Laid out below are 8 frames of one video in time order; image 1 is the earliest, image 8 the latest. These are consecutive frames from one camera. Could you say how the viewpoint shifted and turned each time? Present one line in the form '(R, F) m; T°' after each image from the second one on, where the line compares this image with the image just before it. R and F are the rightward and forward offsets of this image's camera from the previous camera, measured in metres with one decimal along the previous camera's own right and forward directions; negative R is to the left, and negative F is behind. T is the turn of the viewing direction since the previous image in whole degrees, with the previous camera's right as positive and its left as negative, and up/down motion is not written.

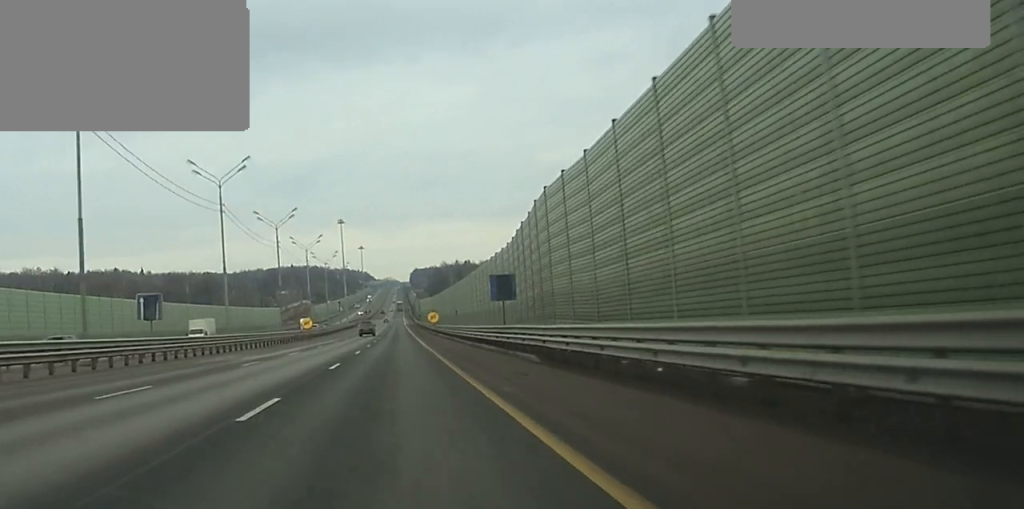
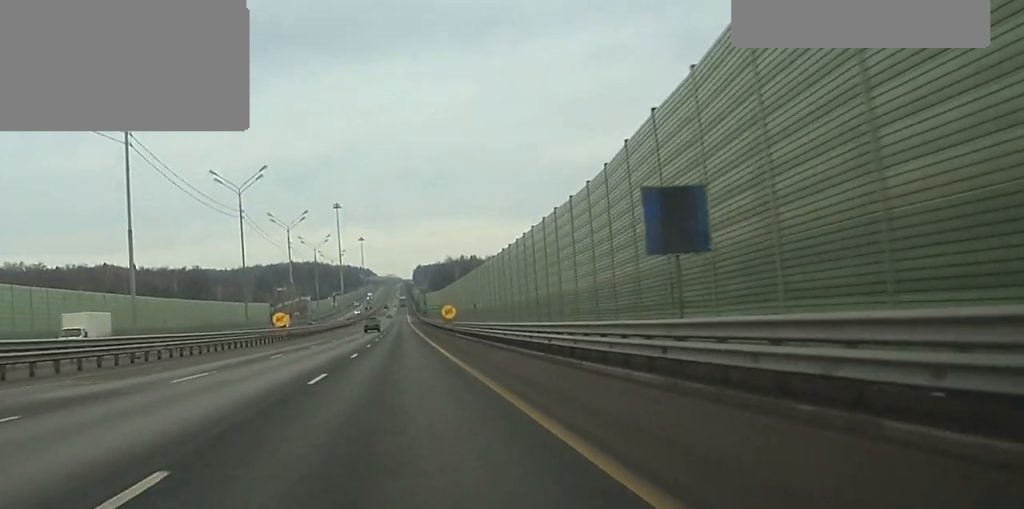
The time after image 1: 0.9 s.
(-0.1, +24.4) m; 0°
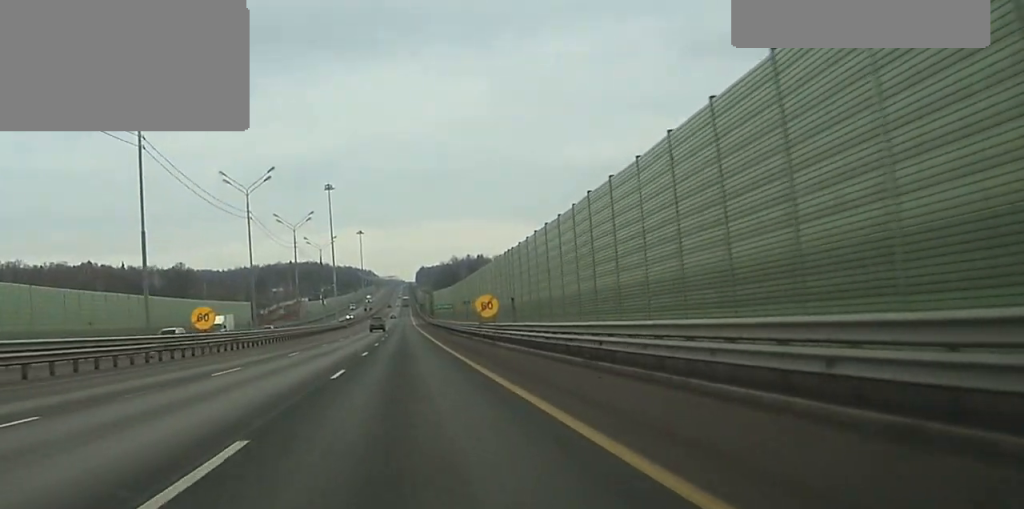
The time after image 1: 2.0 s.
(-0.1, +29.7) m; 0°
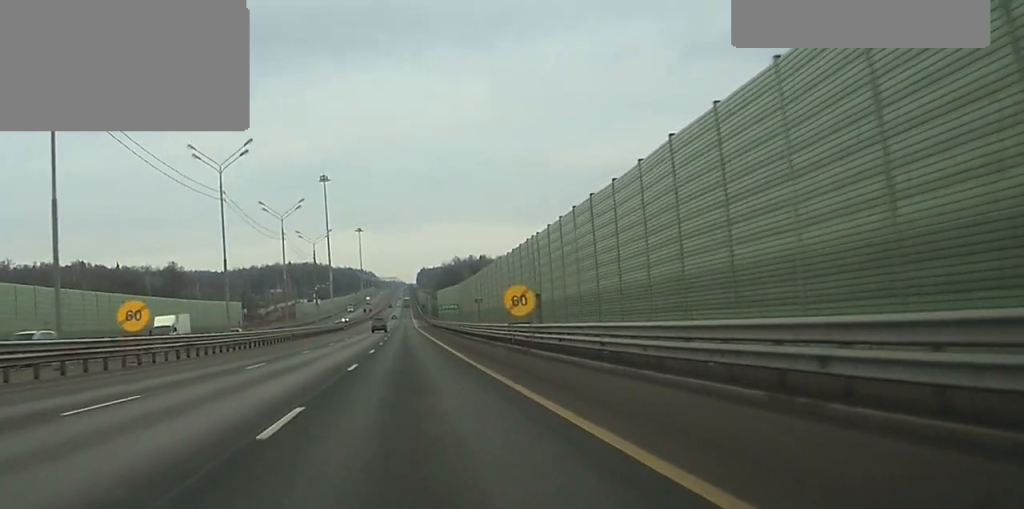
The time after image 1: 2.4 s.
(0.0, +11.7) m; 0°
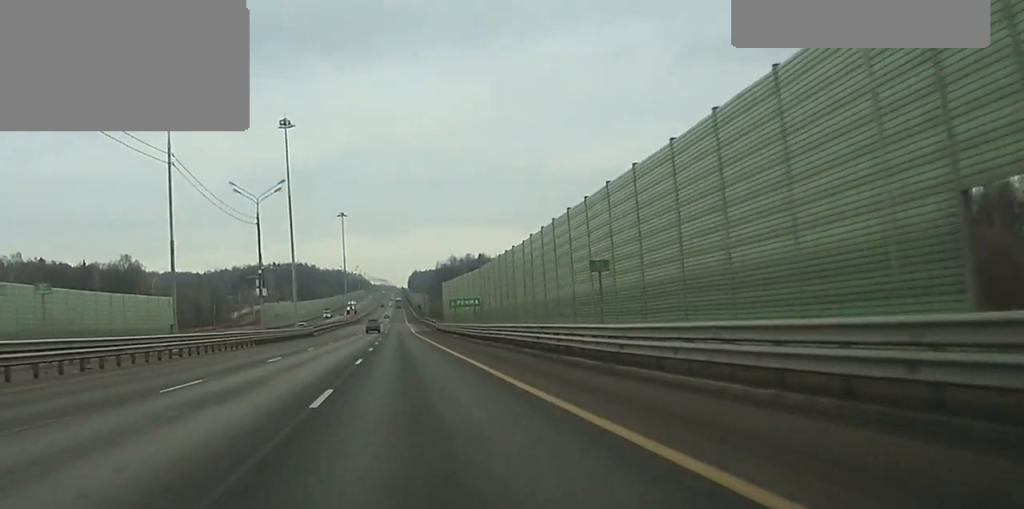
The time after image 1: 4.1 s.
(+0.2, +44.2) m; +1°
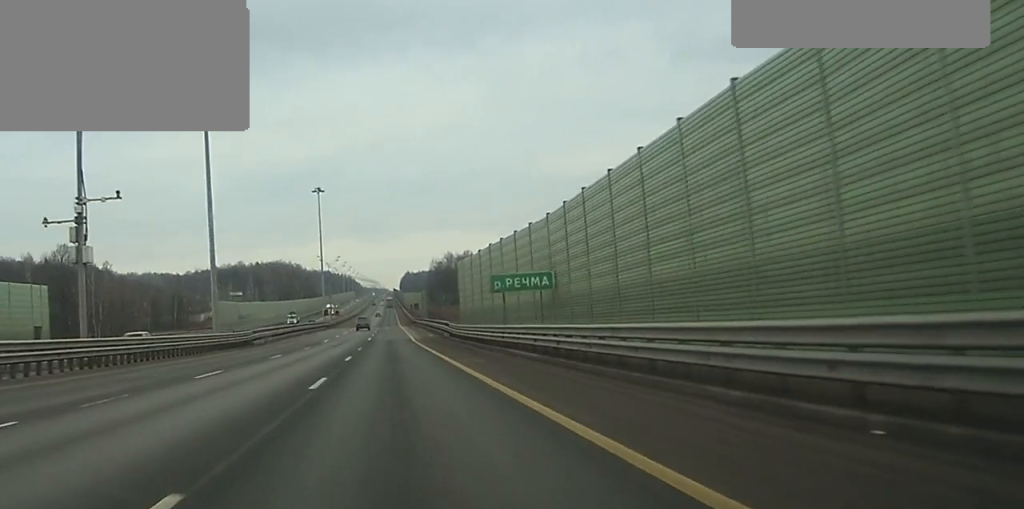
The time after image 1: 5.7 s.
(+0.2, +43.4) m; 0°
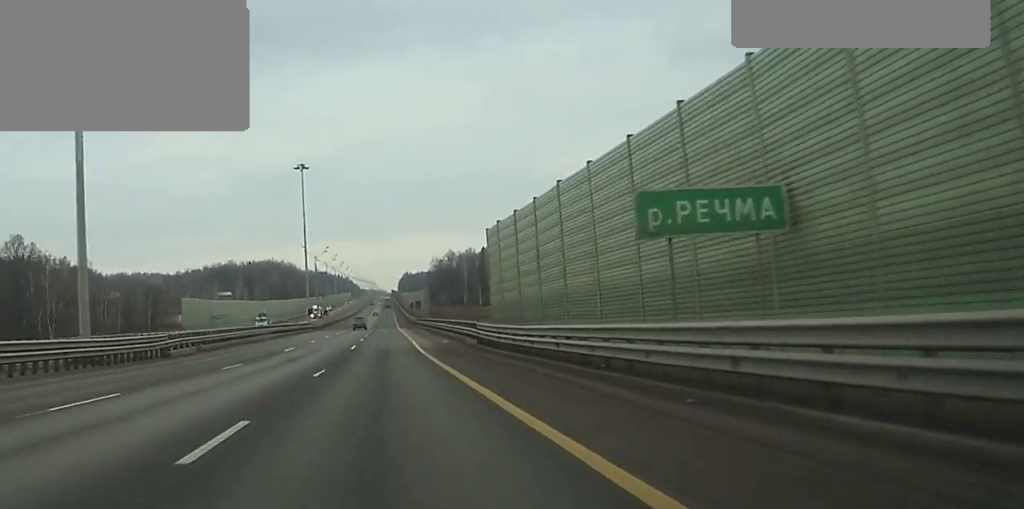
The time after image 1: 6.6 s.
(0.0, +25.8) m; 0°
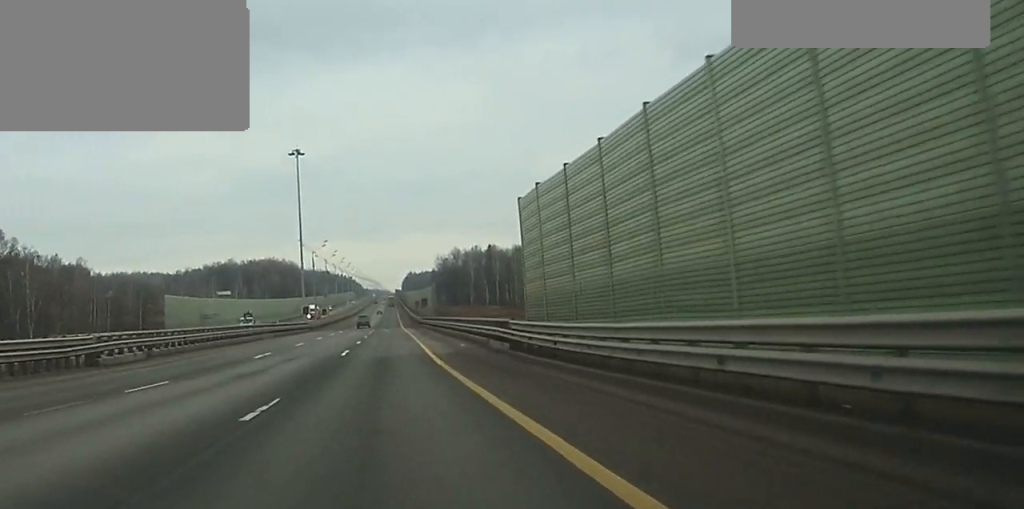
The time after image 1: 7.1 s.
(0.0, +11.3) m; 0°
